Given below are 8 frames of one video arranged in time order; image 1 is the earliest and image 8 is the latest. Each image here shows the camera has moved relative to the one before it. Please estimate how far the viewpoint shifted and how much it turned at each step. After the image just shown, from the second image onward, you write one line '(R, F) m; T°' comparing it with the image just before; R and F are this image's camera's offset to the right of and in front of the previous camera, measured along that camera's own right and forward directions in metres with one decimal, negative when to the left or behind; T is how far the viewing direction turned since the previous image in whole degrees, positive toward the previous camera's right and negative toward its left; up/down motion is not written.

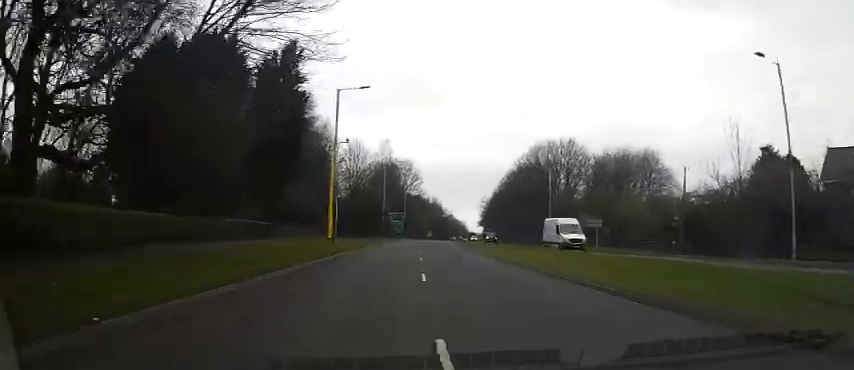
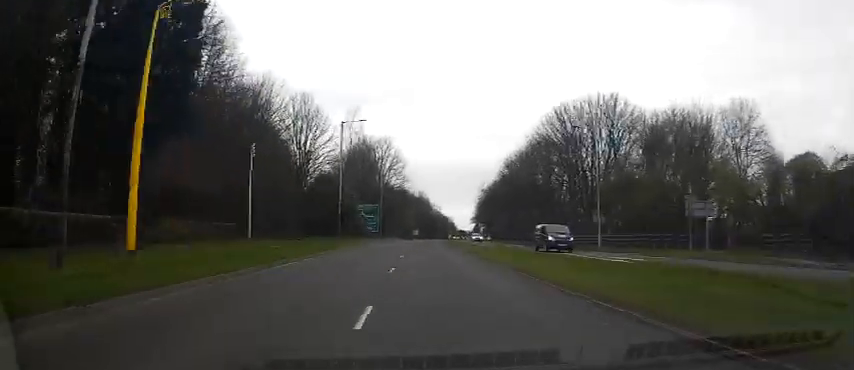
(-0.1, +24.7) m; +1°
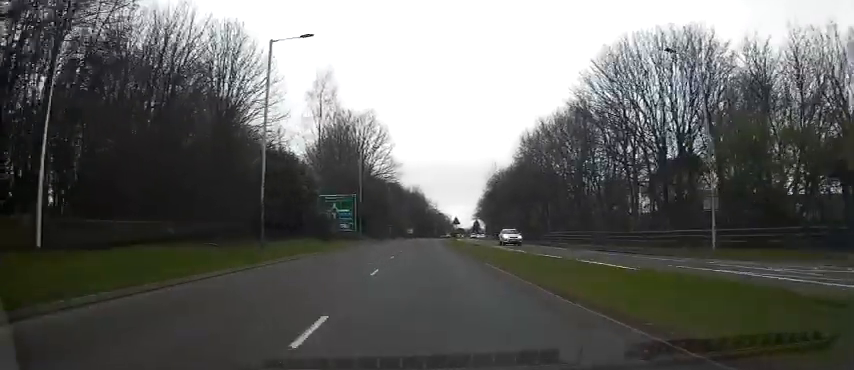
(+0.3, +18.5) m; +1°
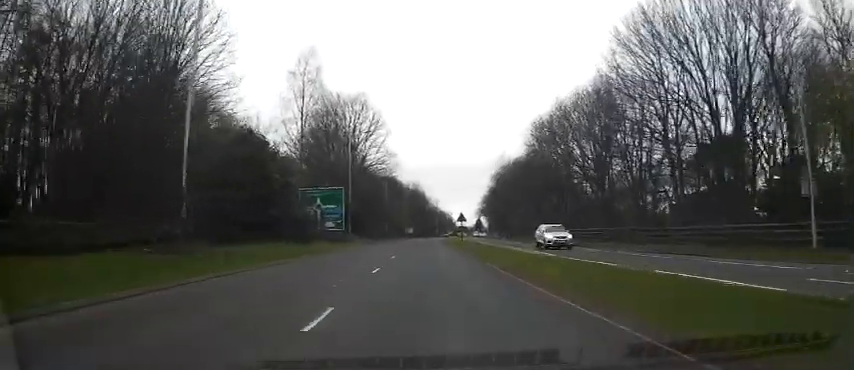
(0.0, +7.6) m; 0°
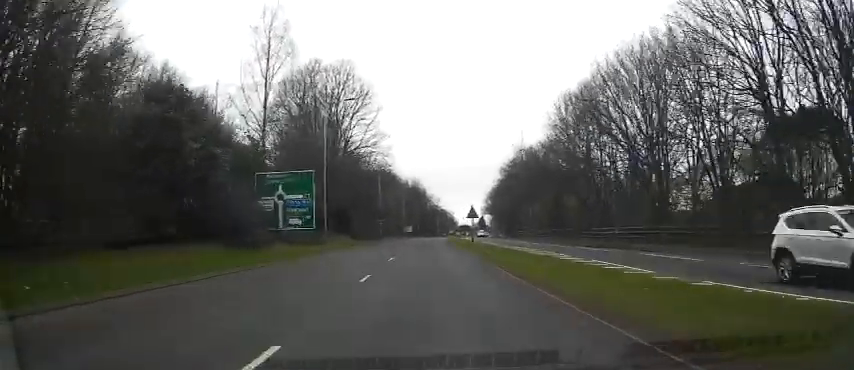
(0.0, +11.6) m; +1°
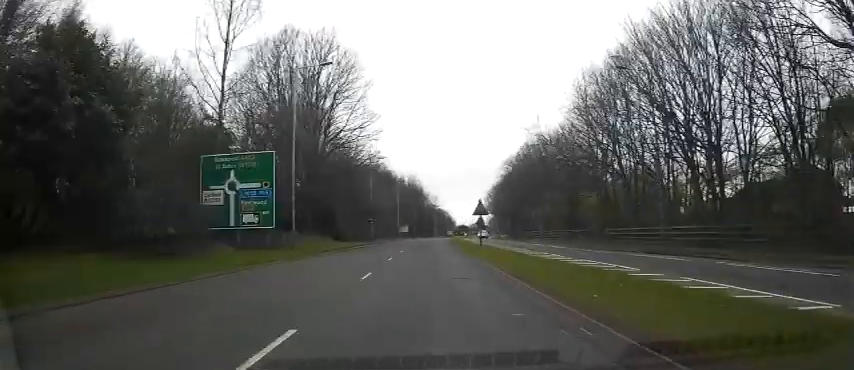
(0.0, +7.6) m; 0°
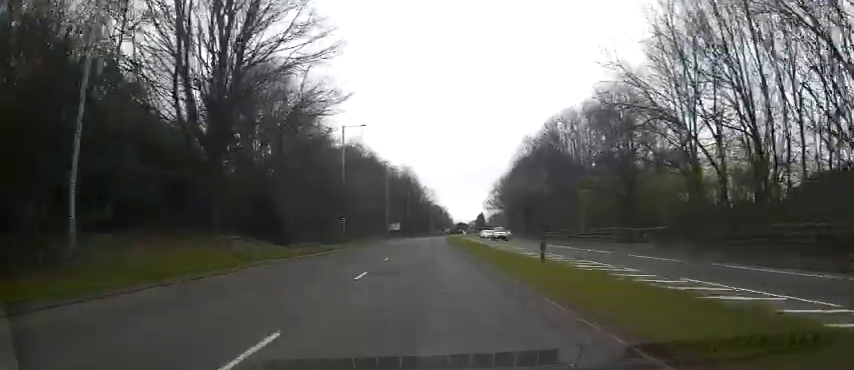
(+0.2, +18.2) m; 0°
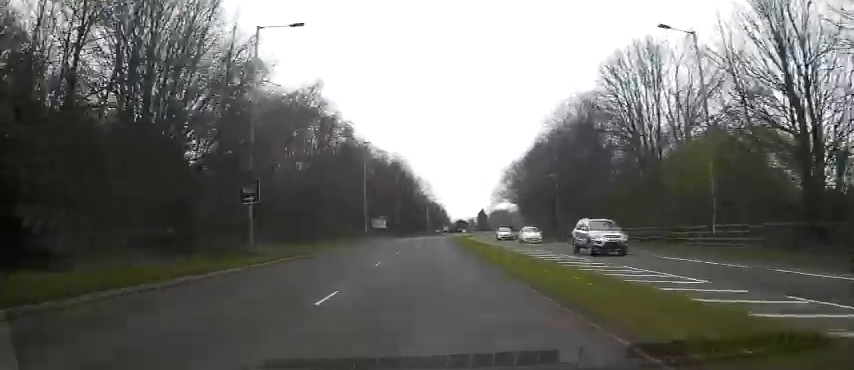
(+0.1, +22.5) m; +1°
